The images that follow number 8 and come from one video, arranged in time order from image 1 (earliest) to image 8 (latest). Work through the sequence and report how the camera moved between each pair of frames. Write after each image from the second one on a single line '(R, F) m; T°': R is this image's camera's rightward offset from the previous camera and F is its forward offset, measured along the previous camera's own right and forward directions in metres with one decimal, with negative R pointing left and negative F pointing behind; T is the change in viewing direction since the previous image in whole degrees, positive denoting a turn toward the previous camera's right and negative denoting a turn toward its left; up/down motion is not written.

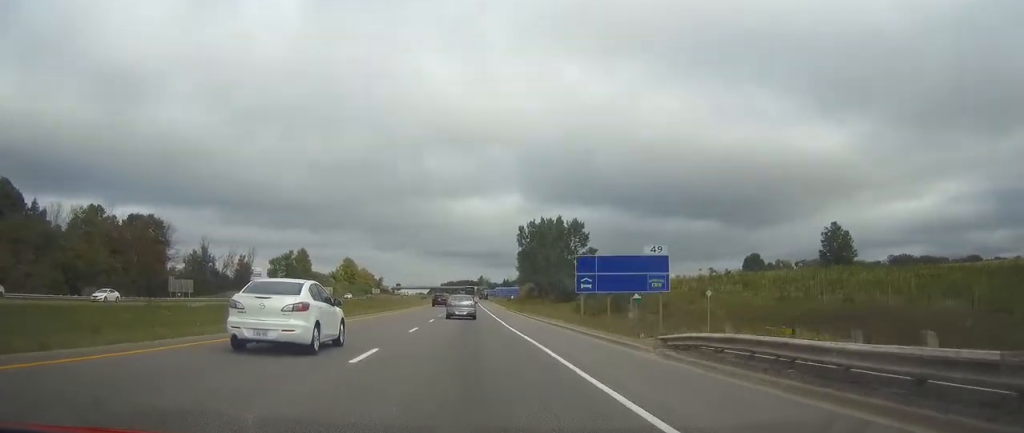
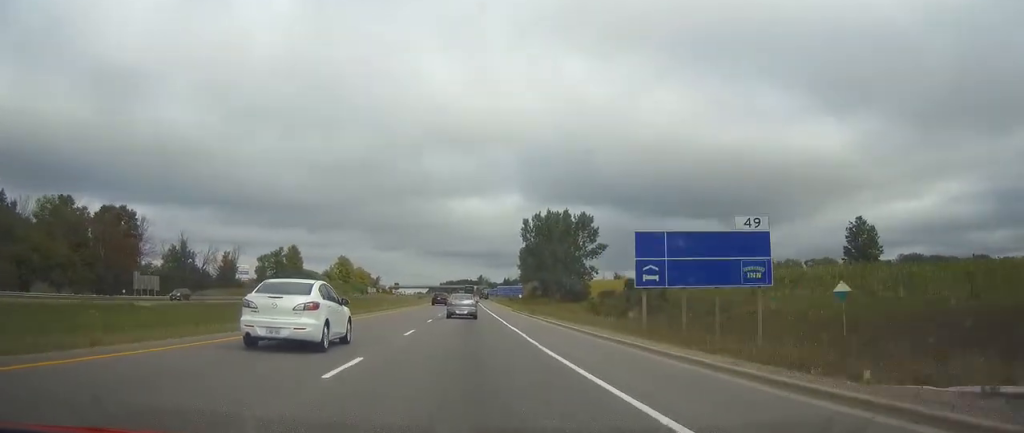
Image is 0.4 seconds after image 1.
(0.0, +14.9) m; 0°
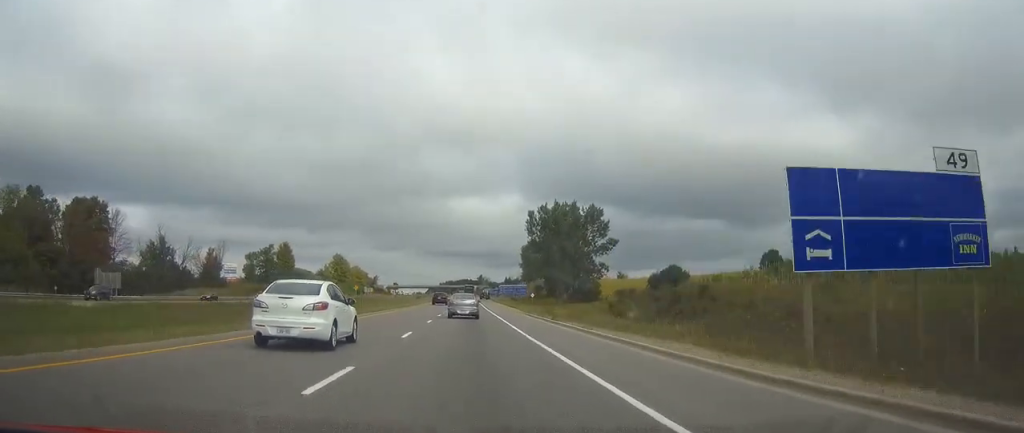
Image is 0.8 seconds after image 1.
(0.0, +13.7) m; 0°
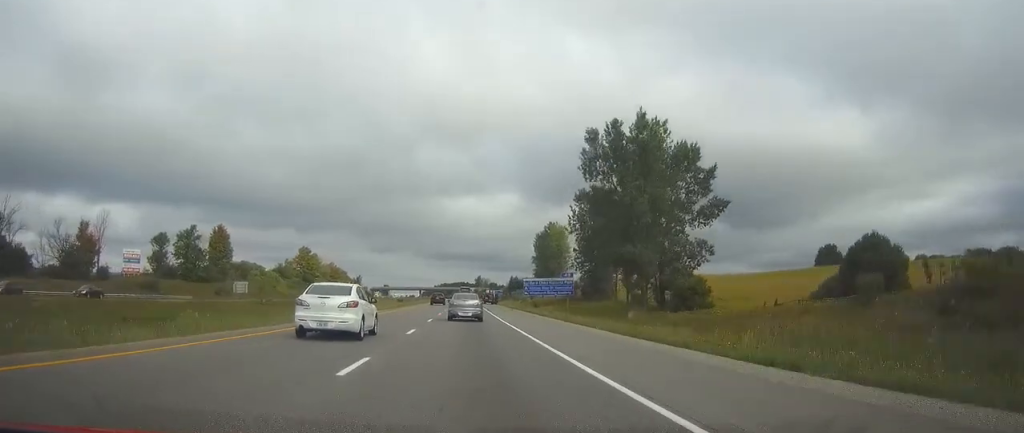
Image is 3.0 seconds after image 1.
(+0.2, +70.7) m; 0°
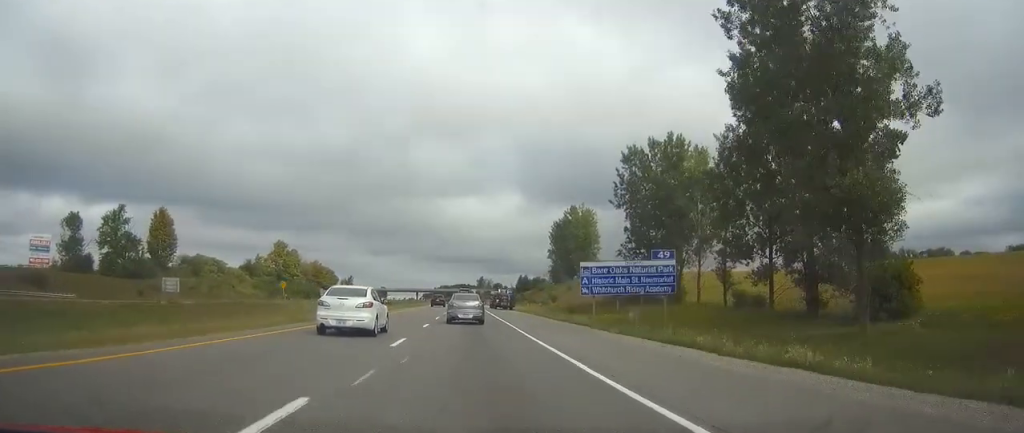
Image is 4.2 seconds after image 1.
(0.0, +41.1) m; 0°
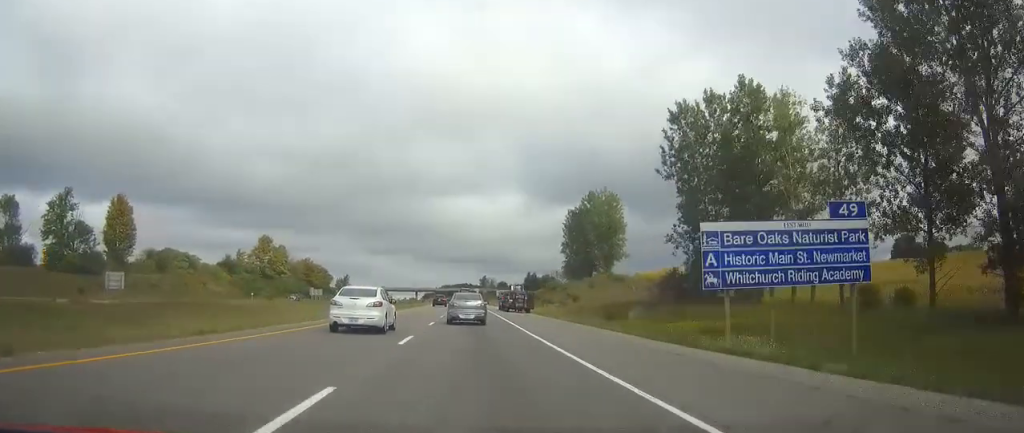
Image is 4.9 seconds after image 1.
(0.0, +22.5) m; 0°
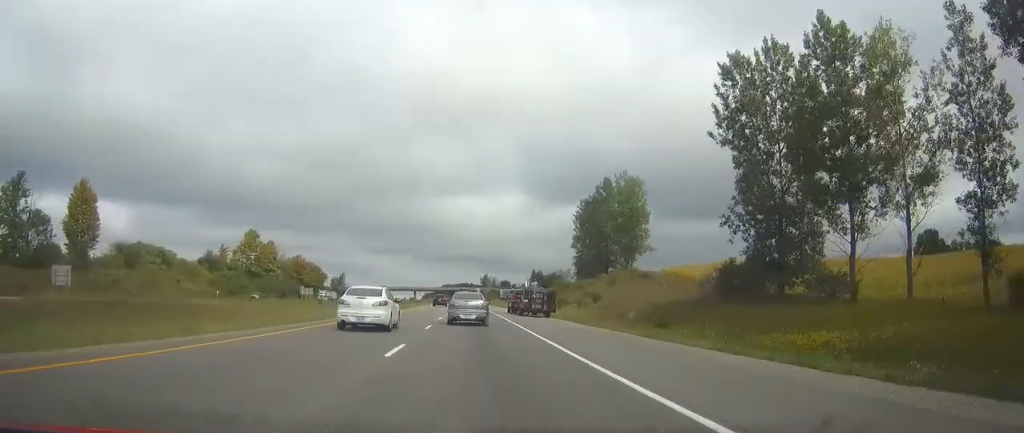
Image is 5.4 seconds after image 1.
(0.0, +16.0) m; 0°
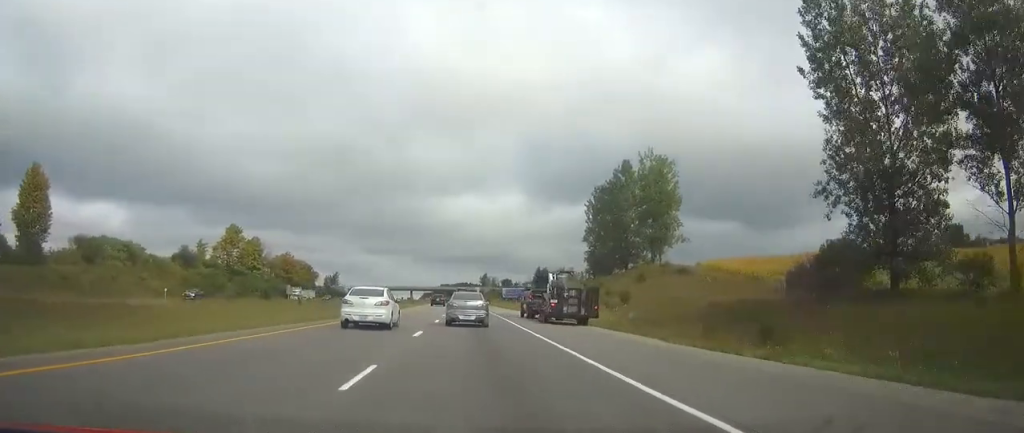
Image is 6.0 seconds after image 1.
(0.0, +17.0) m; 0°
